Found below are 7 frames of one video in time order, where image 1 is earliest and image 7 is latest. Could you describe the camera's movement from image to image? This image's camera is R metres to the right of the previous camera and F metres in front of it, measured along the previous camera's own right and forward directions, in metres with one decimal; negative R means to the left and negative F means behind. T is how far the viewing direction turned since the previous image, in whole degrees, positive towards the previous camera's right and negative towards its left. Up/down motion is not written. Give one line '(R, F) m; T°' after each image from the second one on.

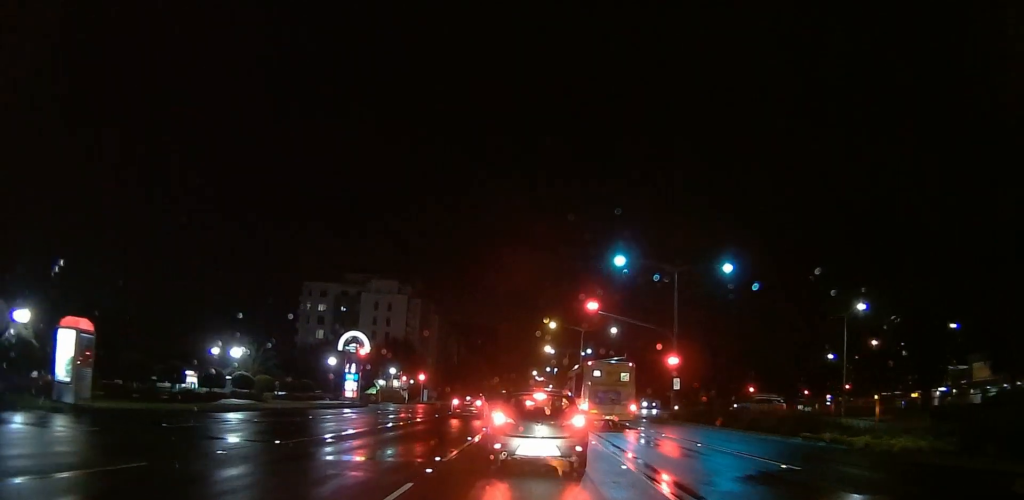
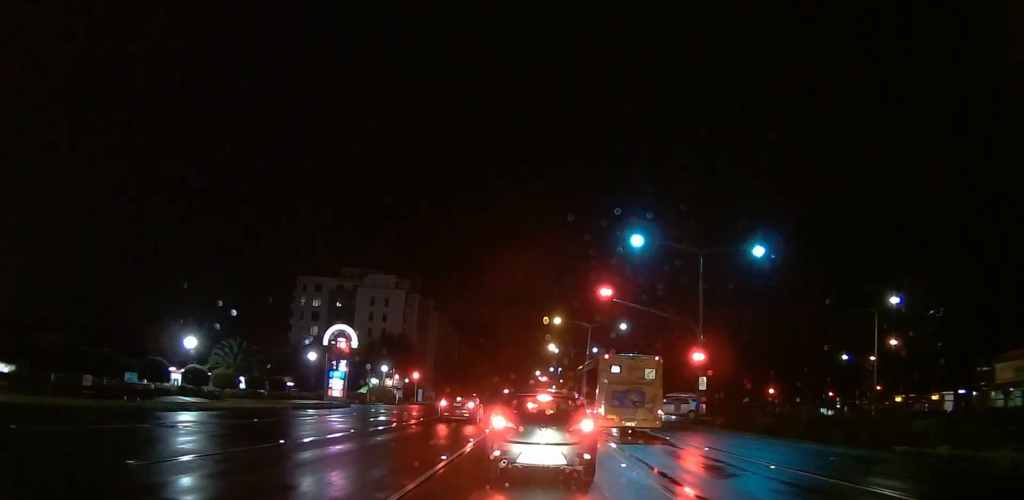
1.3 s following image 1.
(0.0, +7.4) m; 0°
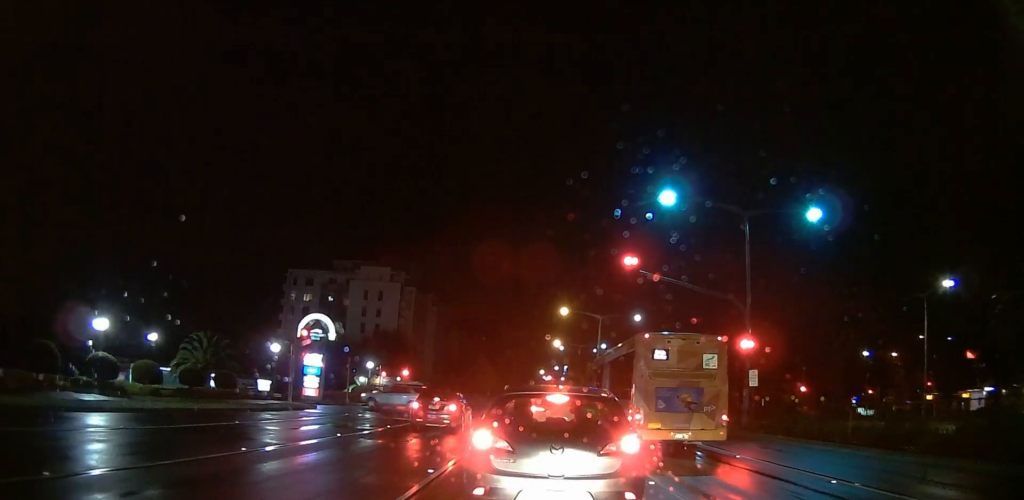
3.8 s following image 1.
(0.0, +10.6) m; 0°
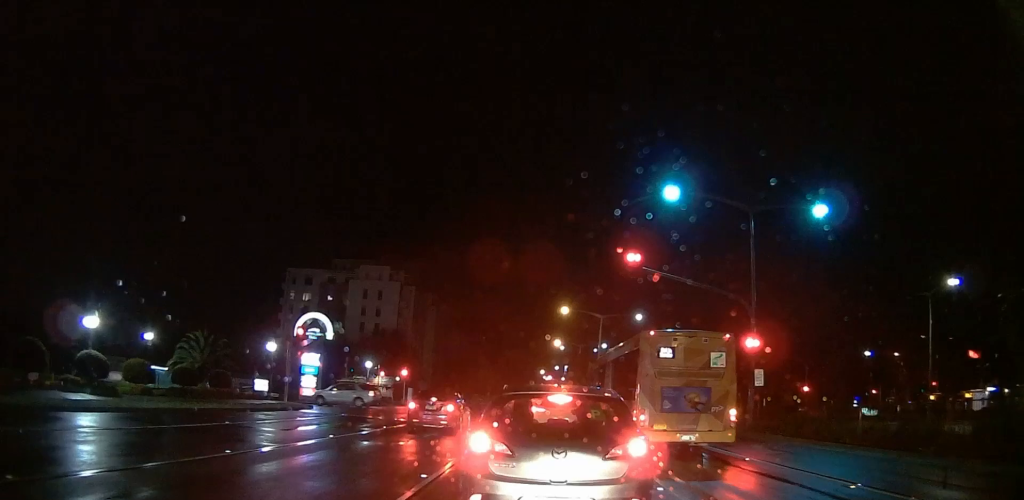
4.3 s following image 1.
(0.0, +1.2) m; 0°
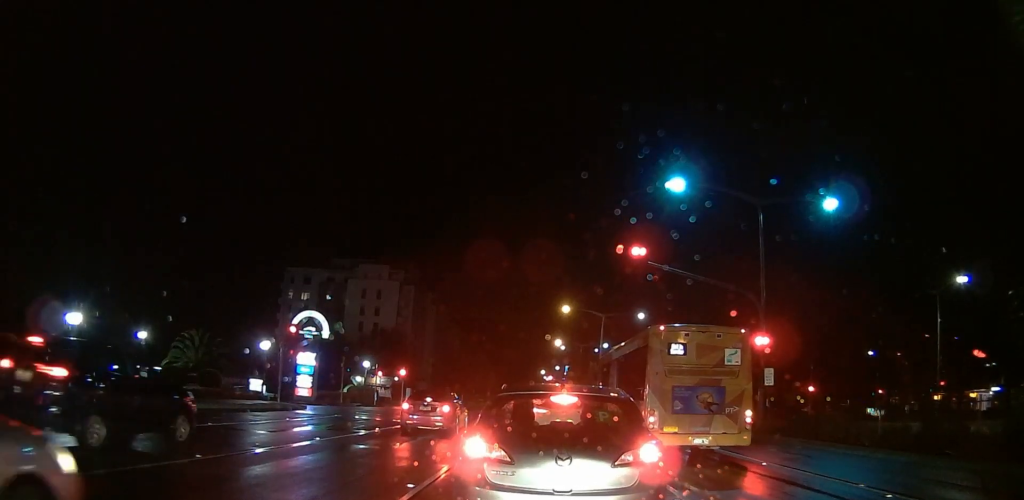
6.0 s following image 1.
(0.0, +3.4) m; 0°
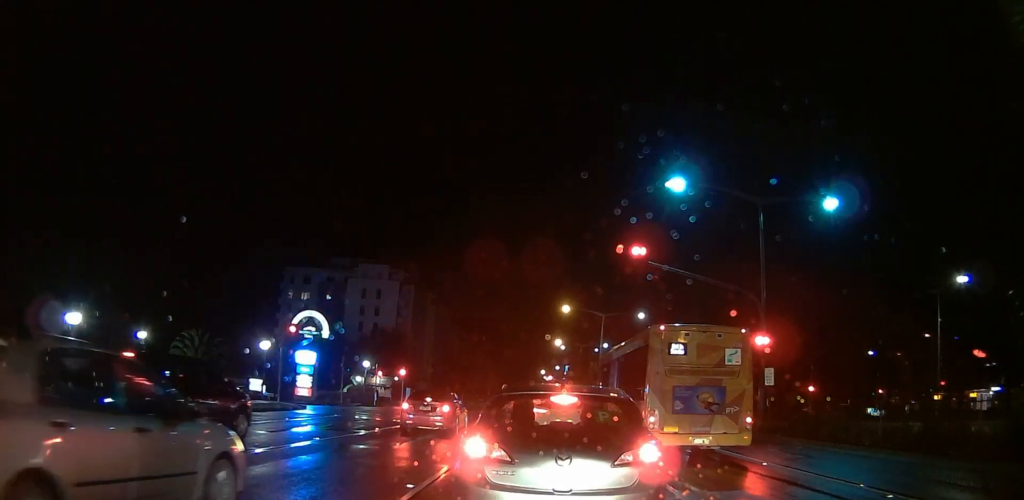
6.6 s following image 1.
(0.0, +0.7) m; 0°
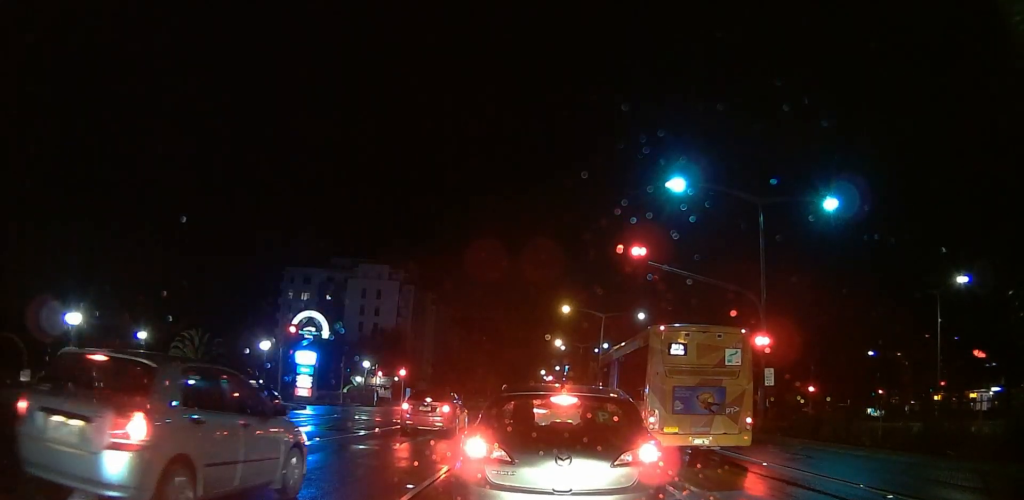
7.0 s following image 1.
(0.0, +0.5) m; 0°
